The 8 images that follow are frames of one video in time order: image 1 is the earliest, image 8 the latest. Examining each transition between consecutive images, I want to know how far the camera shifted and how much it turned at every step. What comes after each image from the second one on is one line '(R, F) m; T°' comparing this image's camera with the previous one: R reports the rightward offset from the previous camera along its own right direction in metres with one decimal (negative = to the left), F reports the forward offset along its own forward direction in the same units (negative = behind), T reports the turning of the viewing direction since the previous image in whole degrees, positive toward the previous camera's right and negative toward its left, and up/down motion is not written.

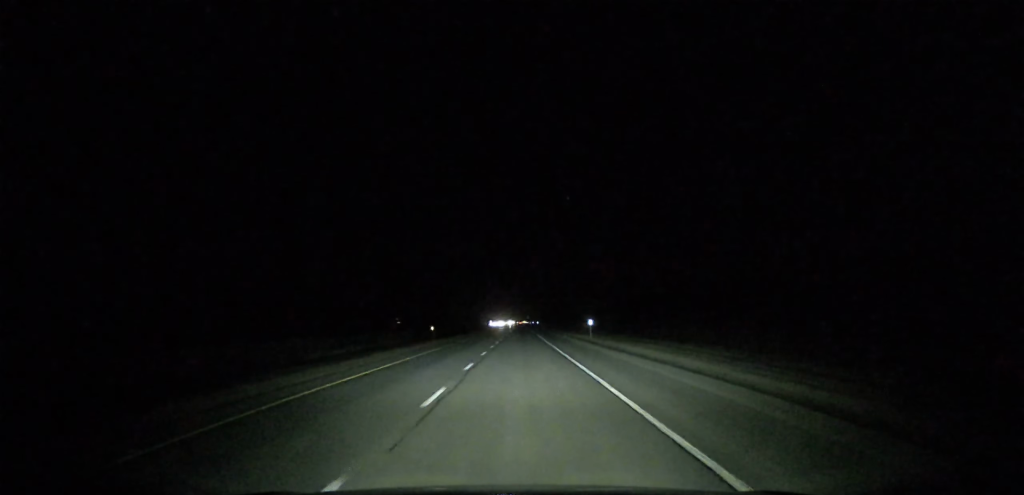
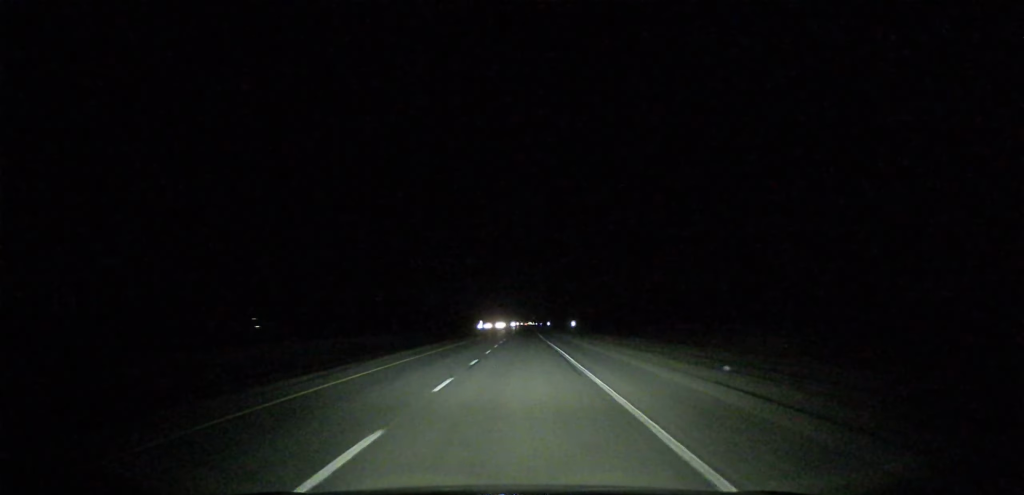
(0.0, +166.9) m; 0°
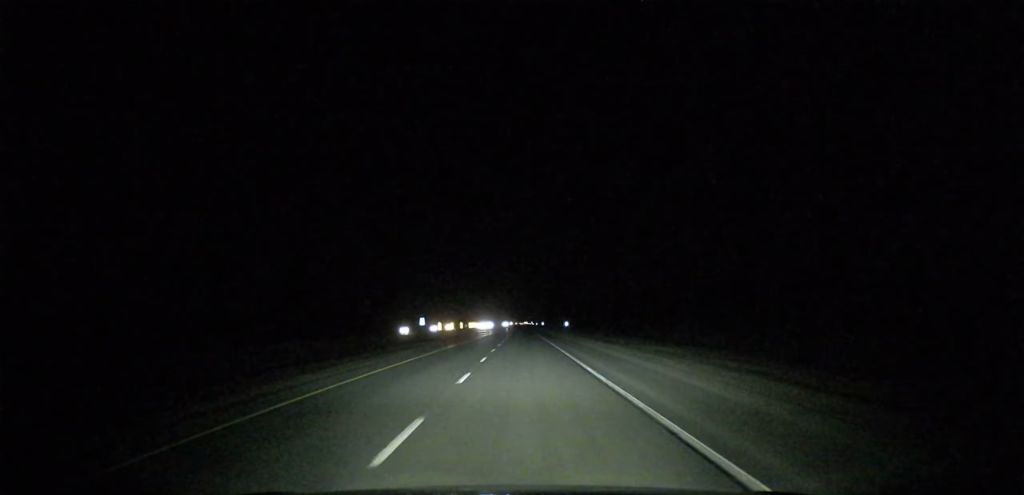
(-0.3, +186.1) m; 0°
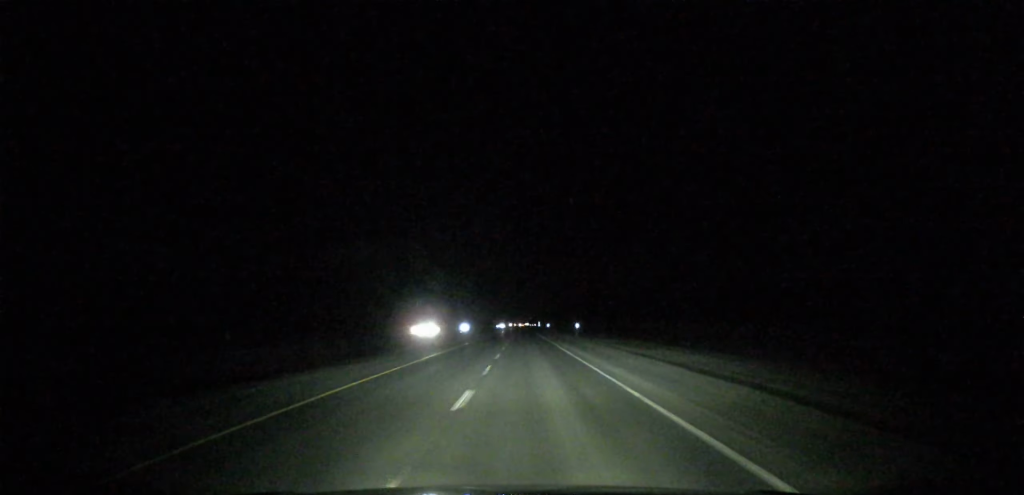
(+0.1, +207.6) m; 0°
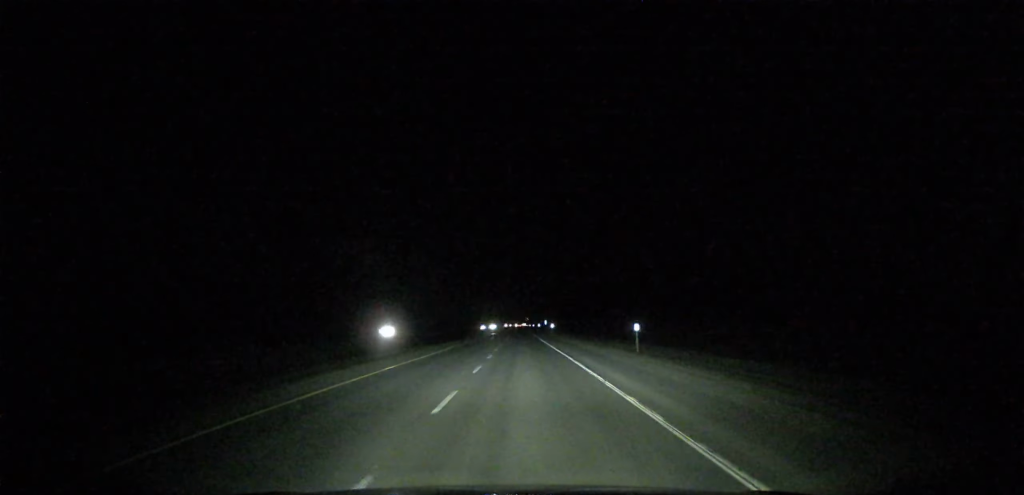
(+0.1, +142.0) m; 0°
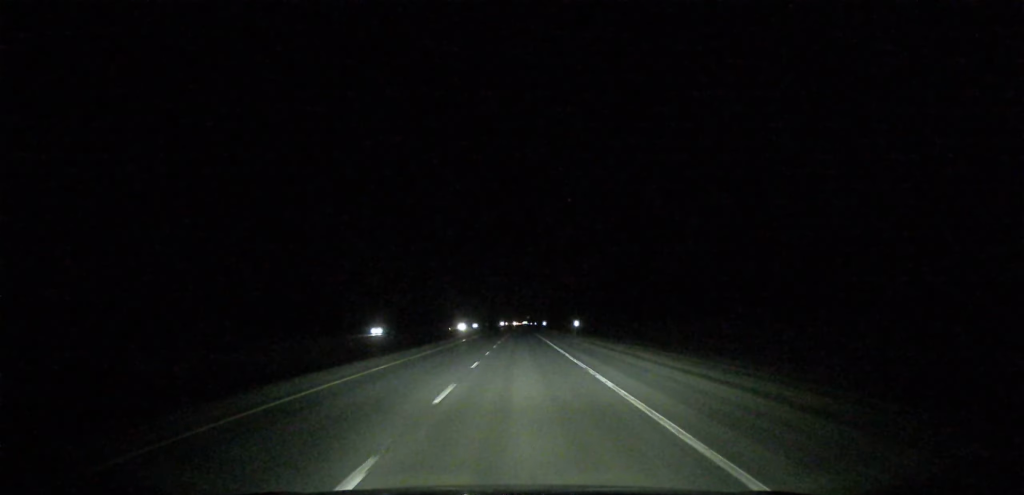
(-0.4, +243.3) m; 0°
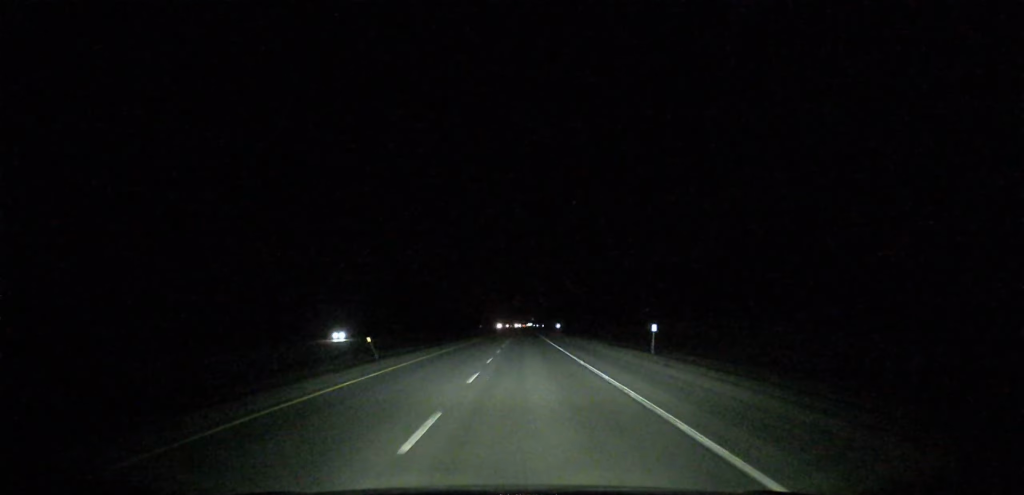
(-0.5, +235.7) m; 0°
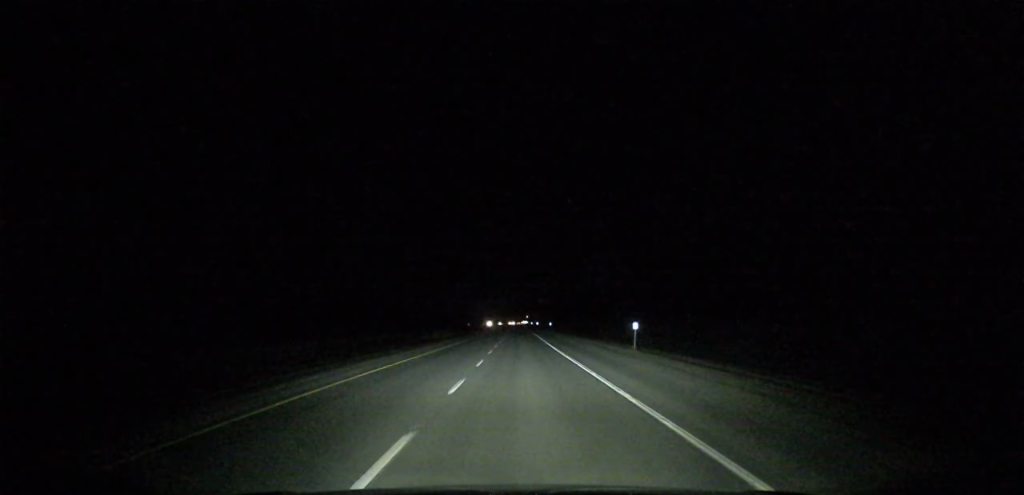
(0.0, +91.8) m; 0°
